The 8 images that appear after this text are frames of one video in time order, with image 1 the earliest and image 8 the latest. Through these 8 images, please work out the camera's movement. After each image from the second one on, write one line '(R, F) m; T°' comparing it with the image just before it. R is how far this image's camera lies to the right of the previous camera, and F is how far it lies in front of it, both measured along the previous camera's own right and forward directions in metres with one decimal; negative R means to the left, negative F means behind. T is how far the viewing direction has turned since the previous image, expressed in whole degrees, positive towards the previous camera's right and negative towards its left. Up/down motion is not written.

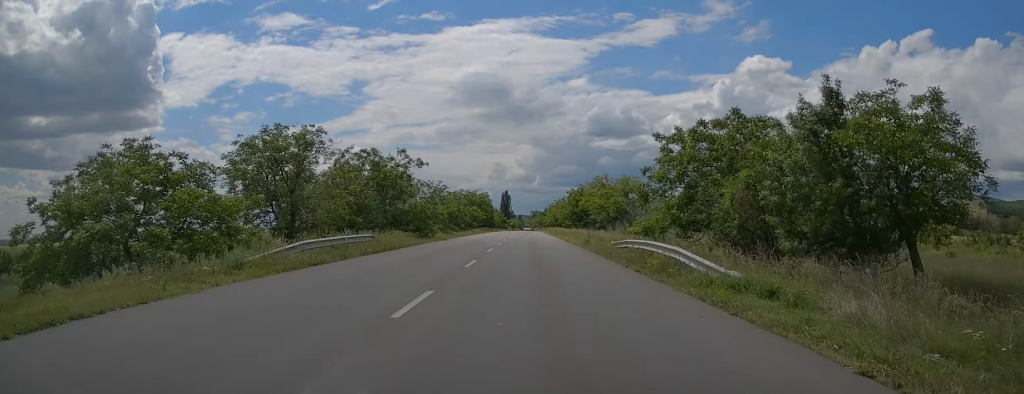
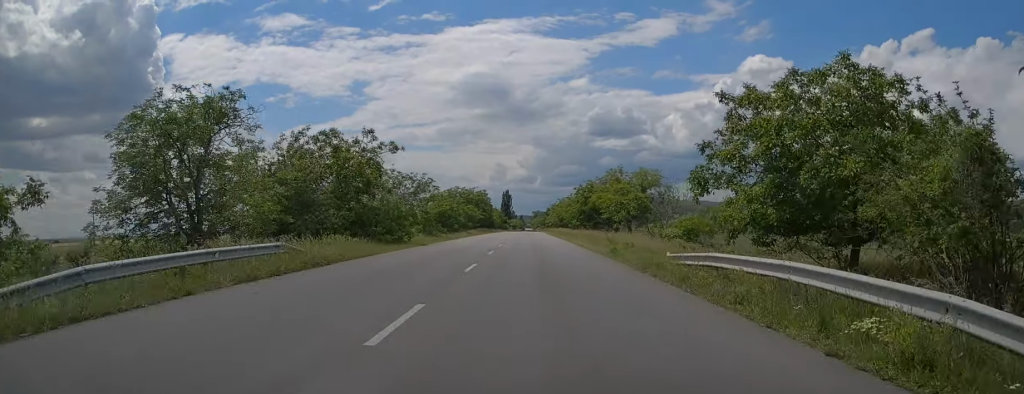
(0.0, +10.4) m; 0°
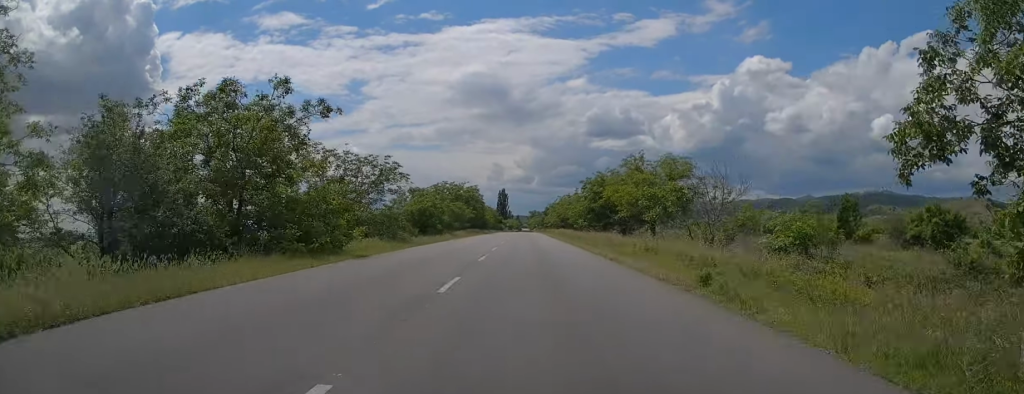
(0.0, +13.2) m; 0°
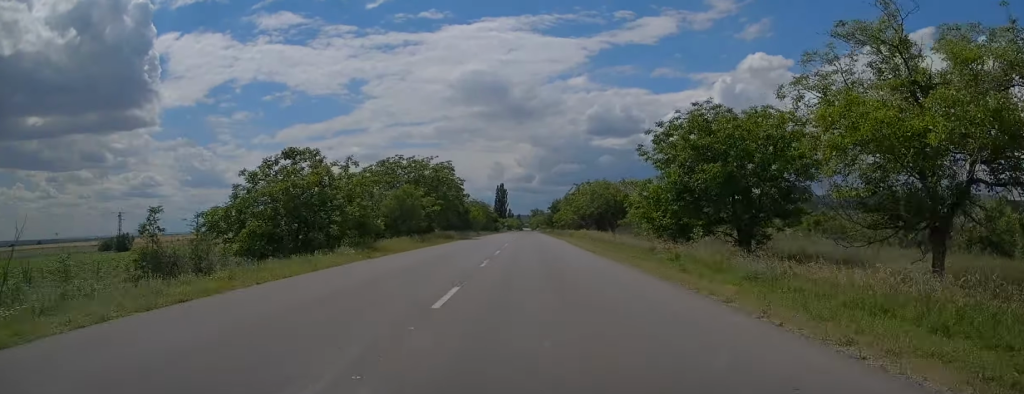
(-0.1, +37.3) m; 0°
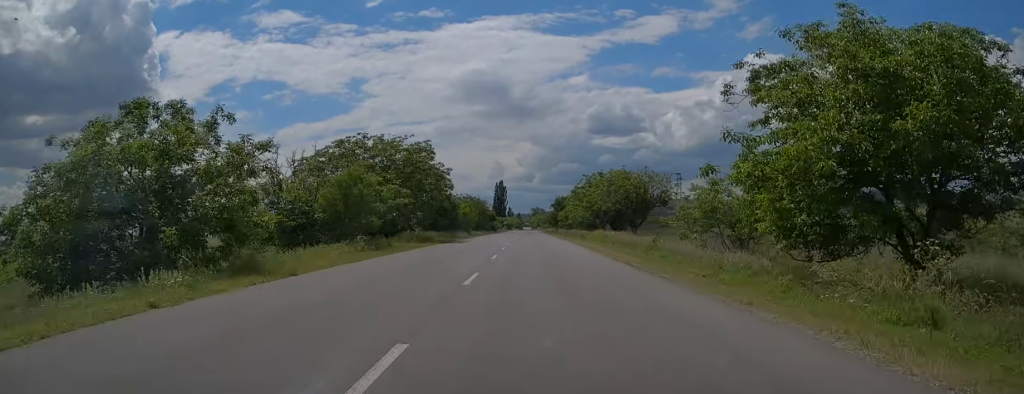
(0.0, +14.4) m; 0°
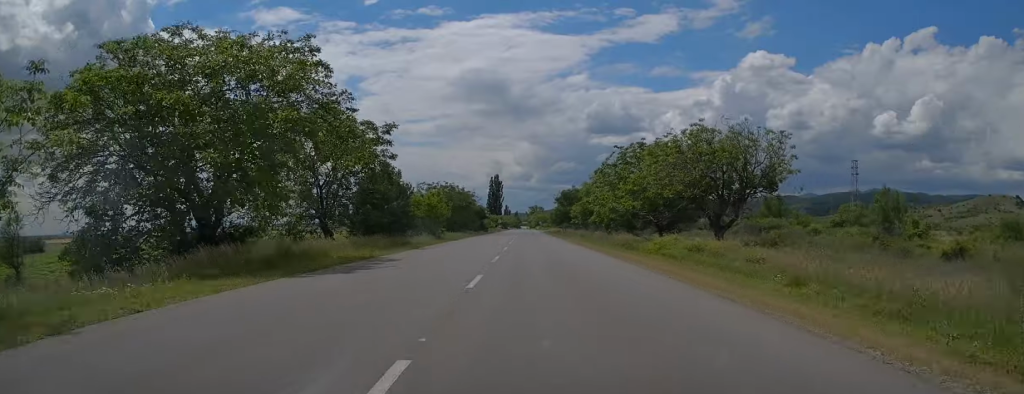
(0.0, +27.6) m; 0°
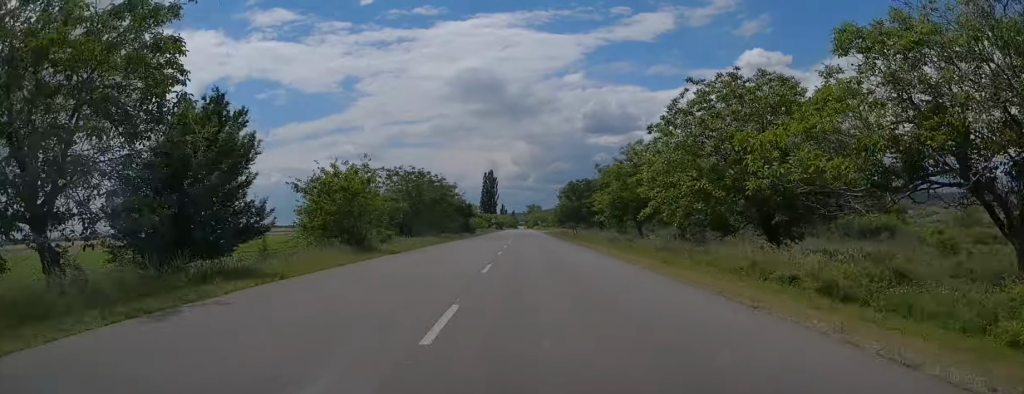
(+0.2, +23.2) m; 0°
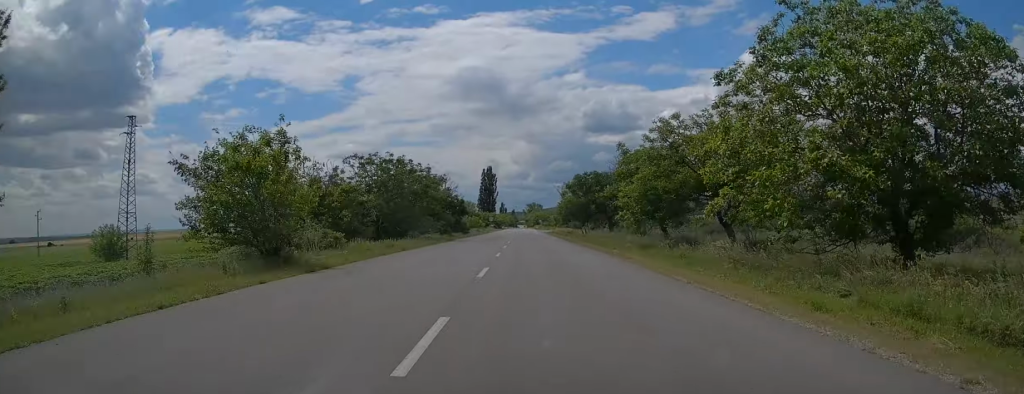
(+0.2, +10.2) m; 0°
